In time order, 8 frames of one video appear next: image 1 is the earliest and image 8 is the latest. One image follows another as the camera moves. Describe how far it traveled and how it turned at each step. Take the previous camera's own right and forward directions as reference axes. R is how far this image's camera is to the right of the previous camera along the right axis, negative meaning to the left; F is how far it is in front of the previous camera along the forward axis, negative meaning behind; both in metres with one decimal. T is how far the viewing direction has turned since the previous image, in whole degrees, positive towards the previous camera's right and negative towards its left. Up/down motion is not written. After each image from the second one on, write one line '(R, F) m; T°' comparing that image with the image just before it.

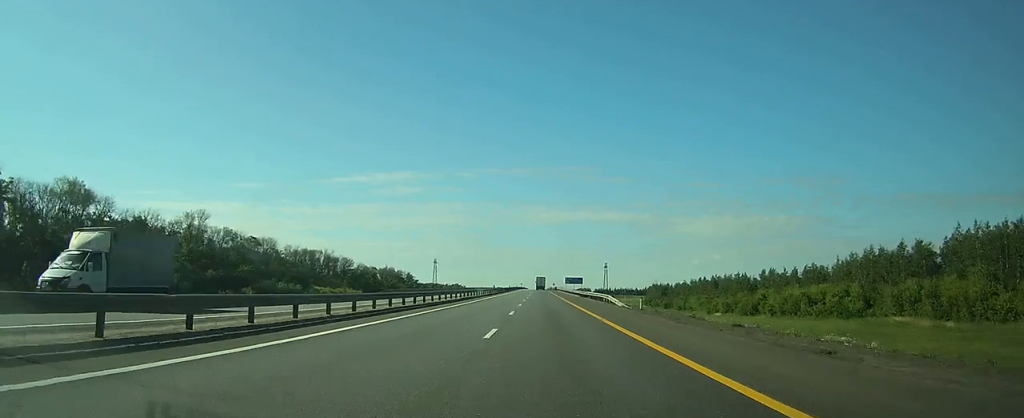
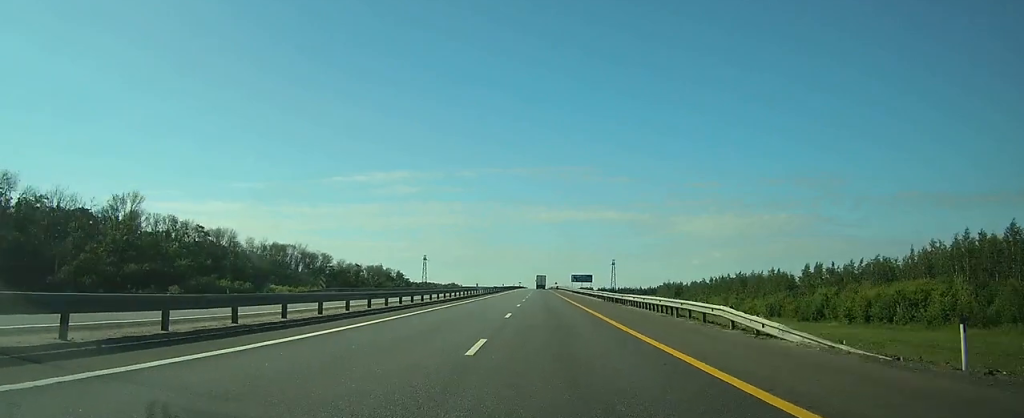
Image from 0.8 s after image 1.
(+0.1, +28.0) m; 0°
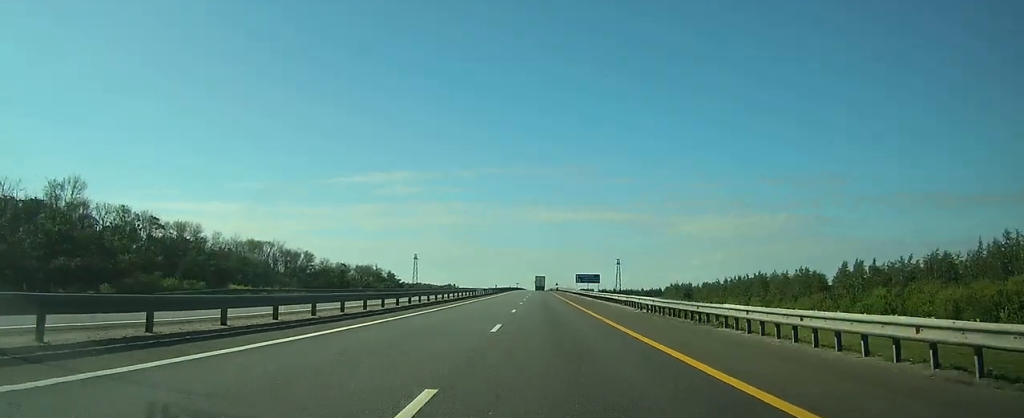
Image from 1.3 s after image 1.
(0.0, +18.6) m; 0°
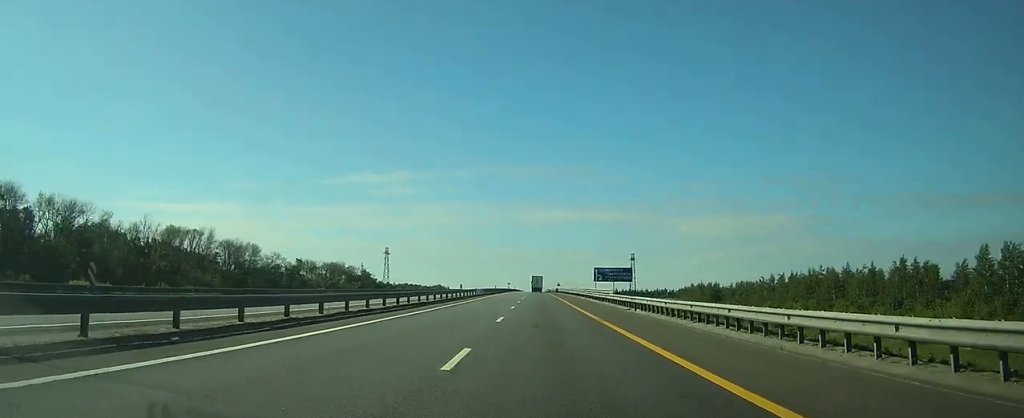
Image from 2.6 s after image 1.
(+0.1, +44.0) m; 0°
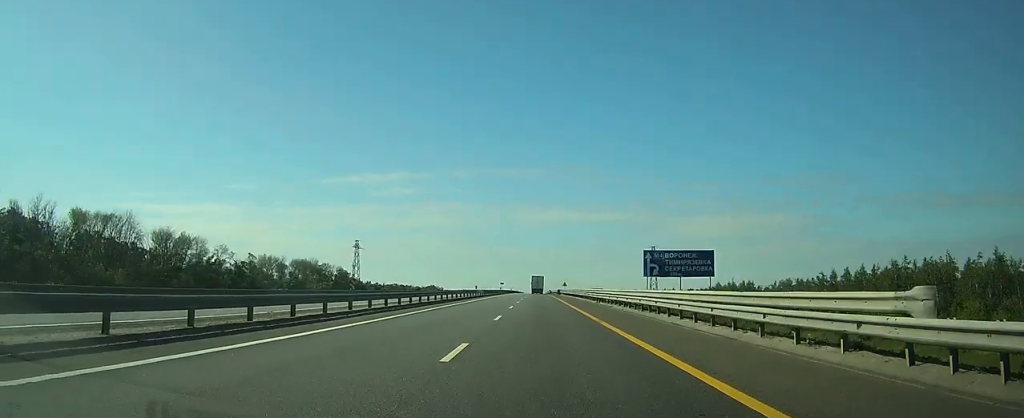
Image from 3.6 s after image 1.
(0.0, +35.5) m; 0°
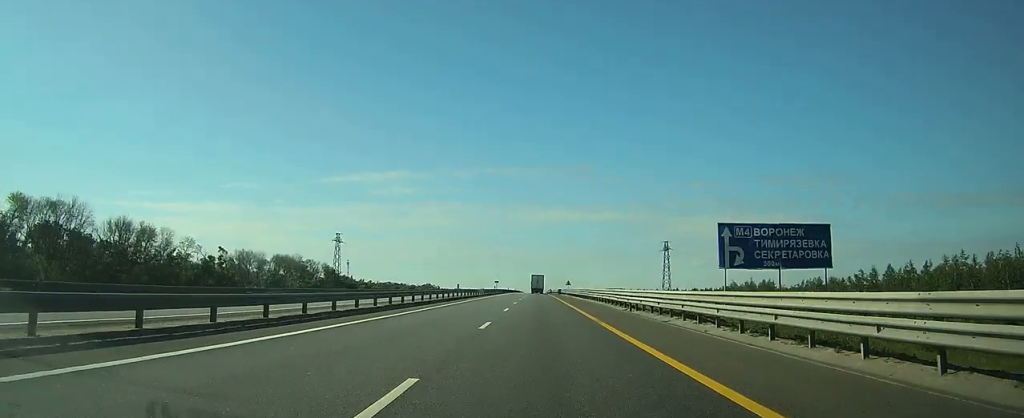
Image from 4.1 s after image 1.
(0.0, +17.1) m; 0°
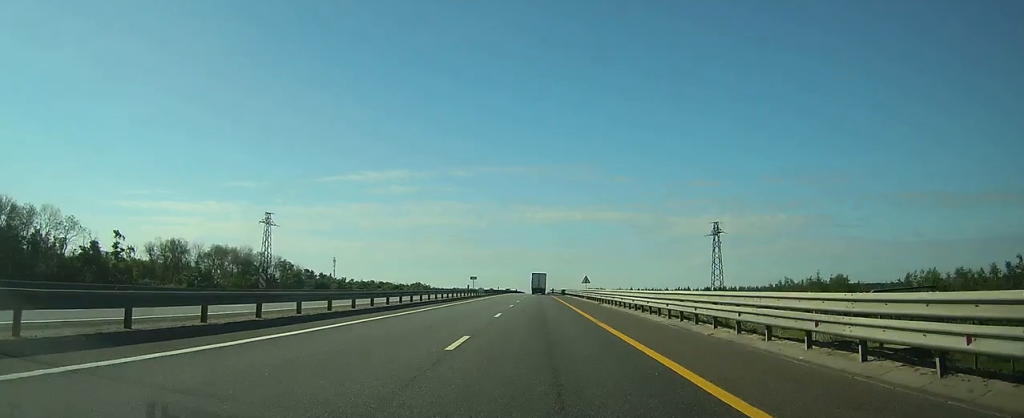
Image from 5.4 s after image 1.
(0.0, +42.6) m; 0°
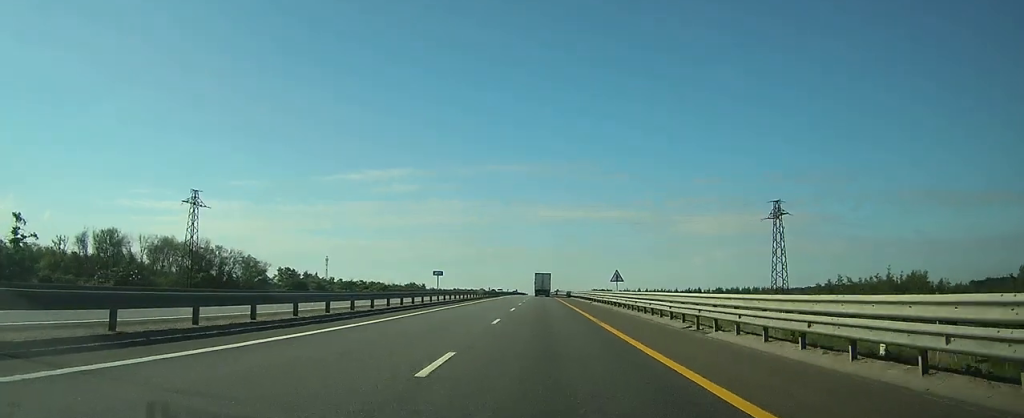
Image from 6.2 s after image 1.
(0.0, +27.8) m; 0°
